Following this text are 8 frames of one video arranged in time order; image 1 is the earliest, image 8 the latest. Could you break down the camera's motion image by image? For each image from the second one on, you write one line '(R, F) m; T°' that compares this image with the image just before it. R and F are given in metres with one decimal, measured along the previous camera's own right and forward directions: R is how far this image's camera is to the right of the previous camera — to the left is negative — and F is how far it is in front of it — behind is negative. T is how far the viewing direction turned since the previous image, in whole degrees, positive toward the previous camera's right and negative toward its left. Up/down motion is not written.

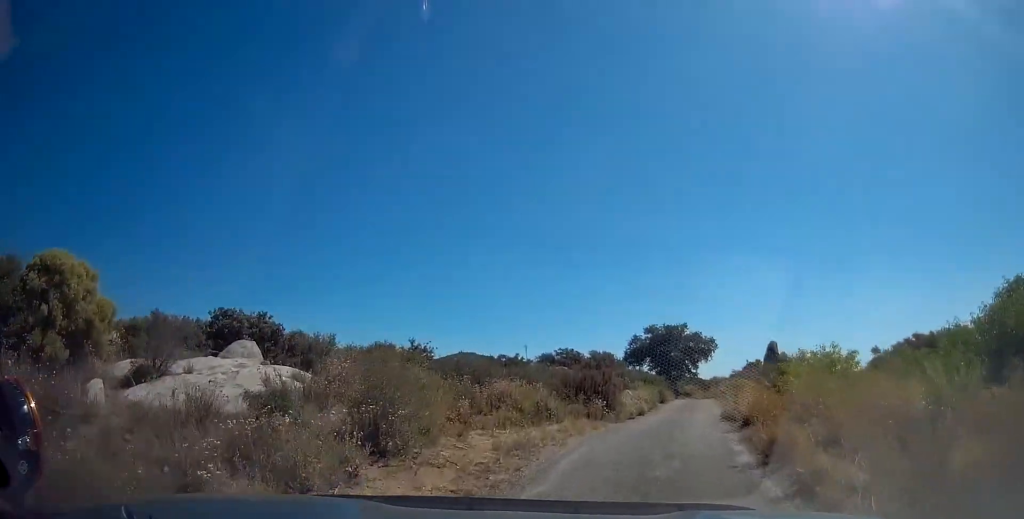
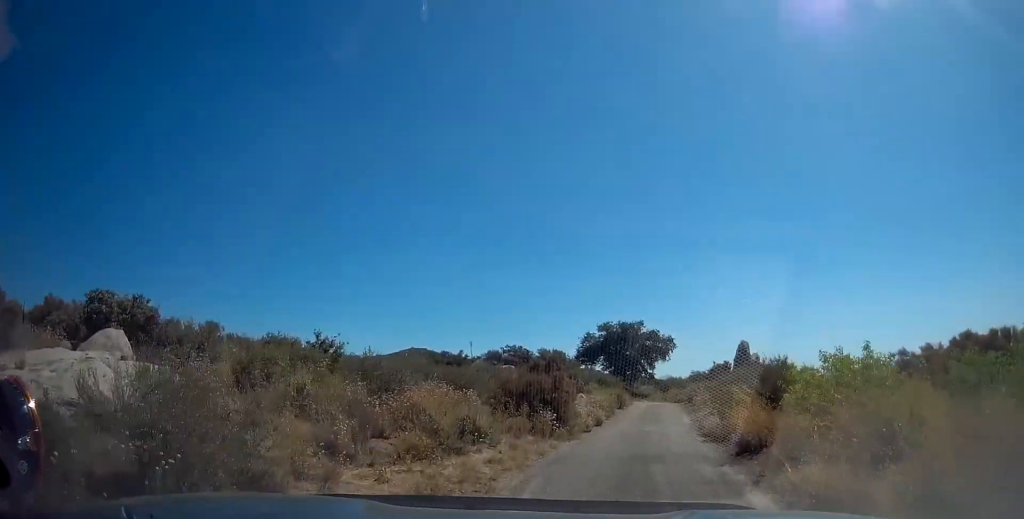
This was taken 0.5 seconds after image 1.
(-0.2, +3.9) m; +4°
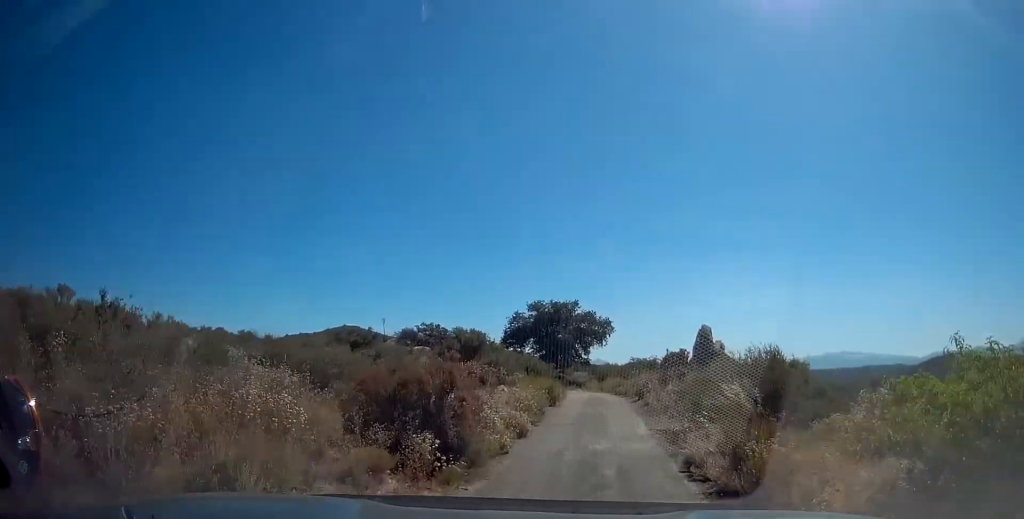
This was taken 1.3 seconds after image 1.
(+0.6, +6.1) m; +9°
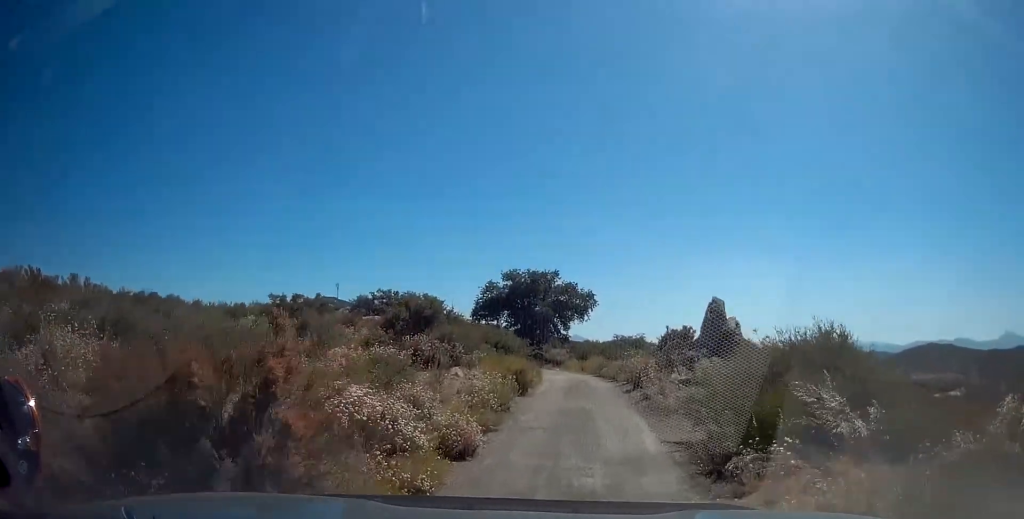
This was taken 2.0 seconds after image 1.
(+0.4, +5.5) m; +6°
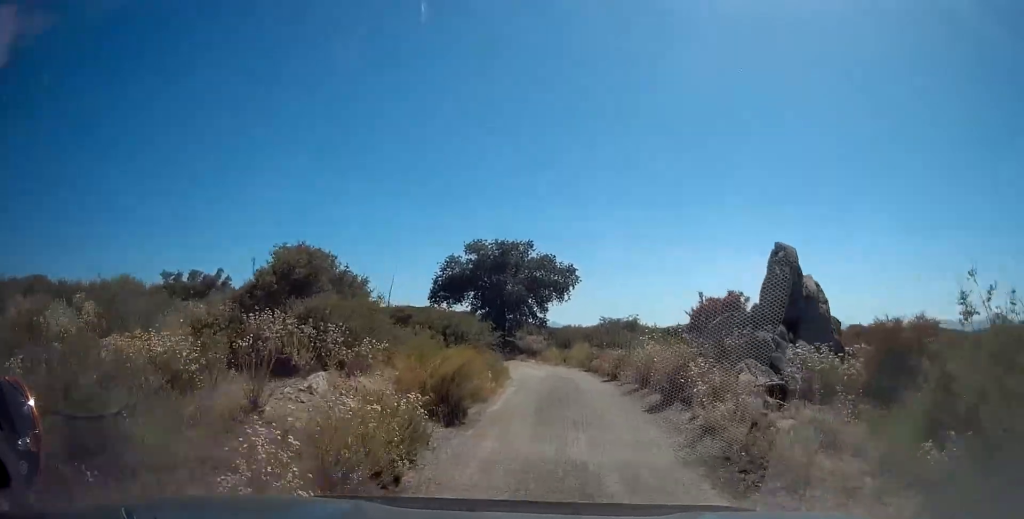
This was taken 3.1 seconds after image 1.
(+0.5, +8.8) m; +3°
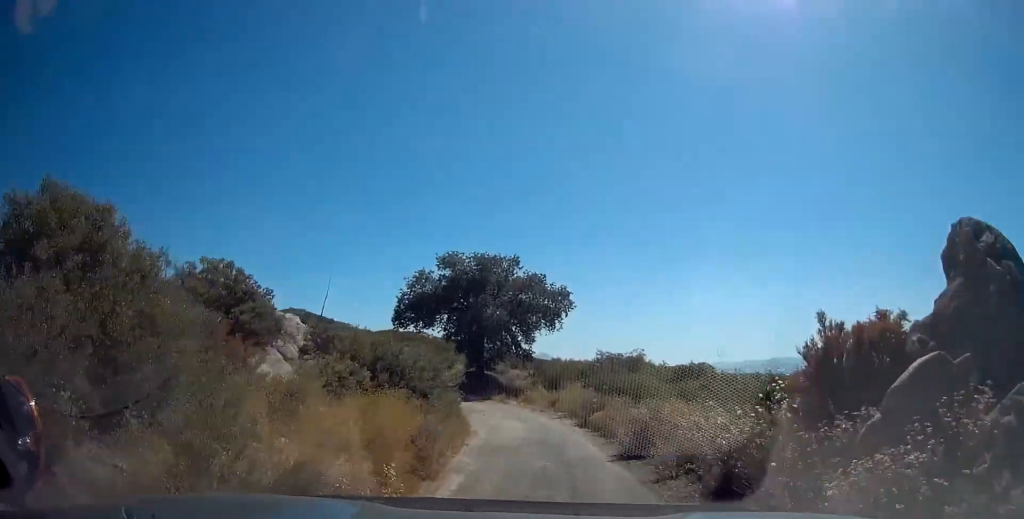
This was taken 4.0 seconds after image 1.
(0.0, +7.9) m; +1°
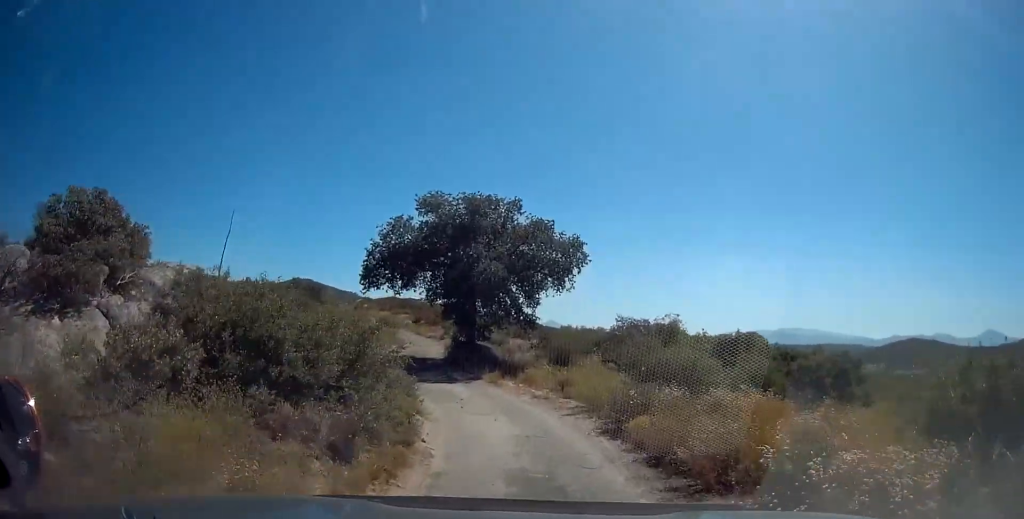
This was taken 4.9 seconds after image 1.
(+0.1, +8.8) m; 0°
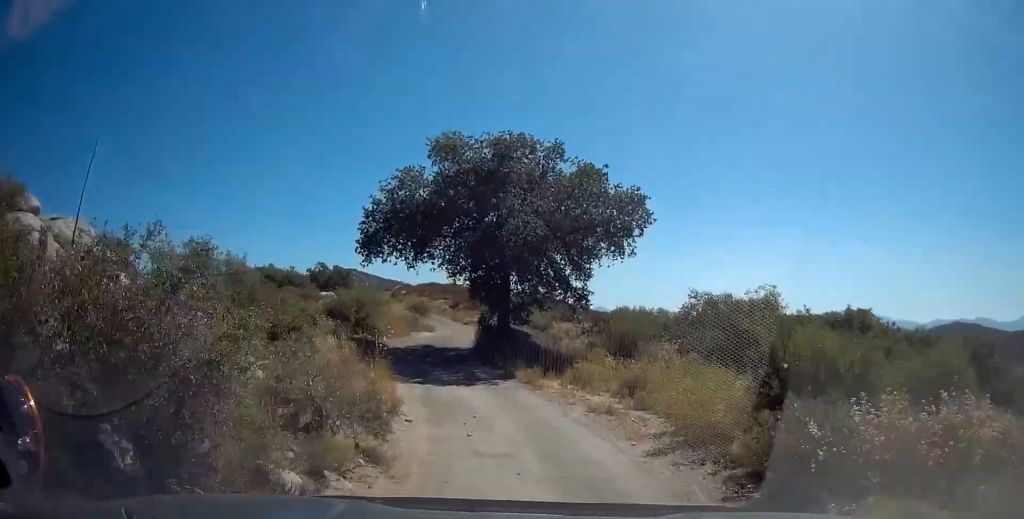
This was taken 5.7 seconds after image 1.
(+0.1, +8.1) m; -4°
